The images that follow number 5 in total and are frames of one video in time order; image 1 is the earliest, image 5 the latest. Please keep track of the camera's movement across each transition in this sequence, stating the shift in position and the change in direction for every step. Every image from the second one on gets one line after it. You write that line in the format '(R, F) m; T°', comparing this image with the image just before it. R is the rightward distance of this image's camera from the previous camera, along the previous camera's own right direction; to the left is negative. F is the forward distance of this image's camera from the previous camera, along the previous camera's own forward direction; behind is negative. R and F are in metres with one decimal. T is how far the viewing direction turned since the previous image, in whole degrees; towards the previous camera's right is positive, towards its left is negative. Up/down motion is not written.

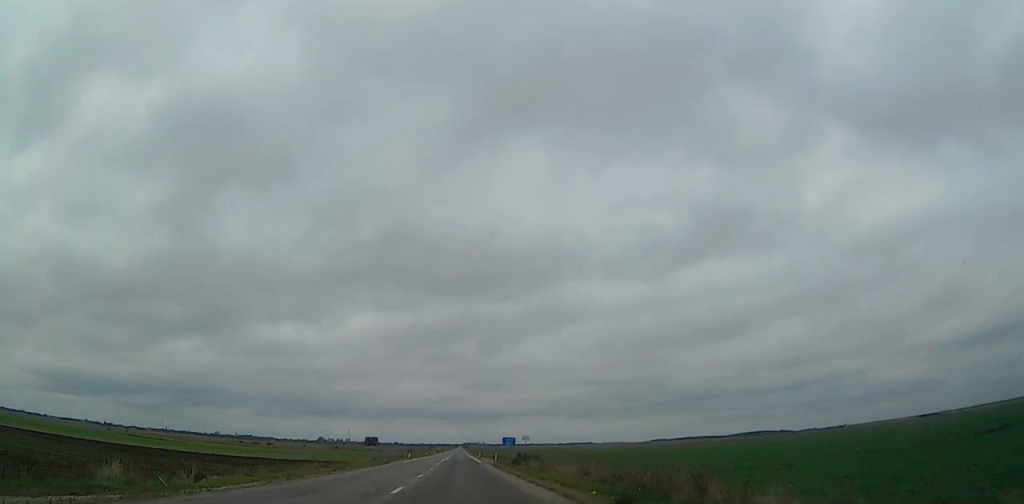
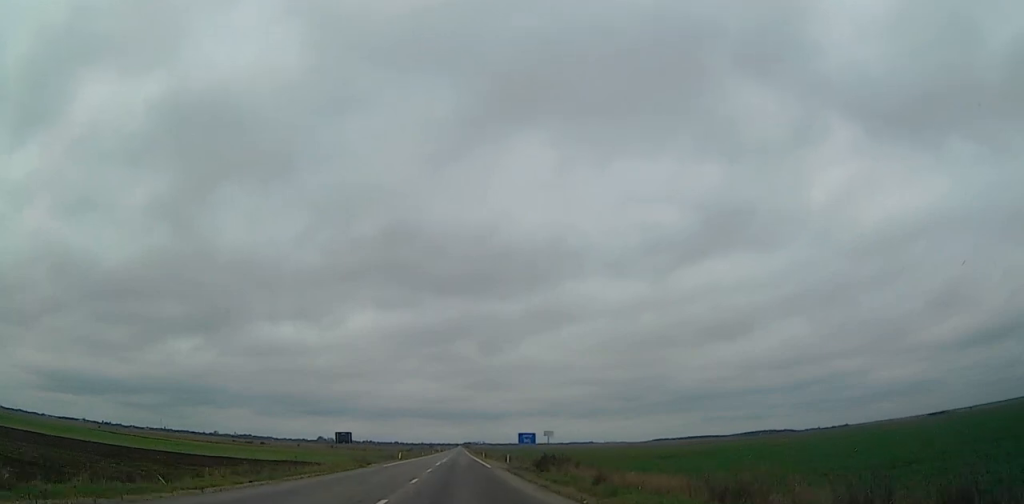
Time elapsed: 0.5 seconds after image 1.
(0.0, +16.3) m; 0°
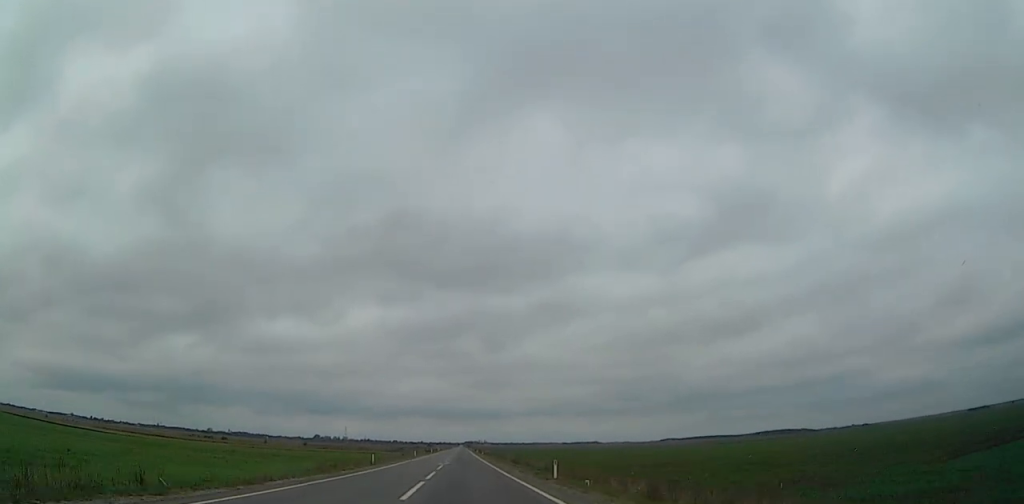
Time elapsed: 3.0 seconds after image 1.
(0.0, +76.4) m; 0°
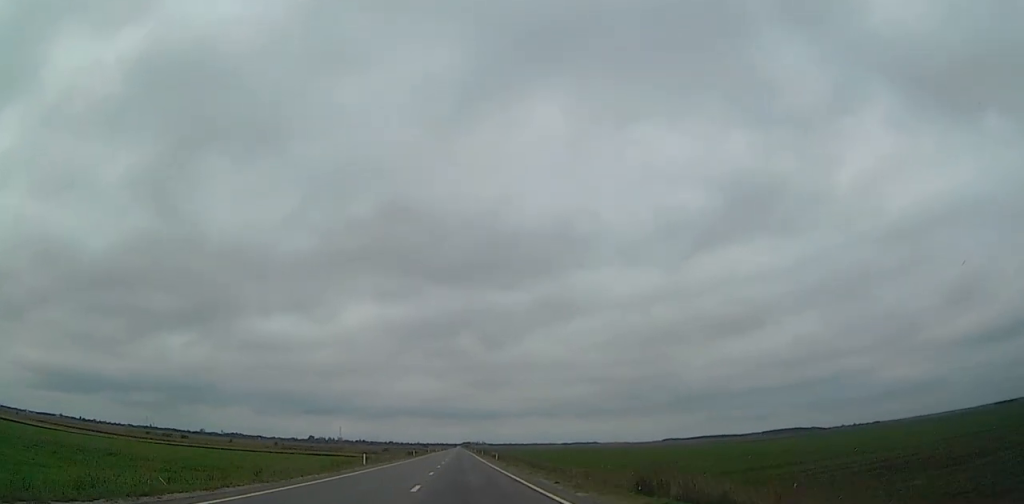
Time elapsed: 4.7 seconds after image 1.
(+0.1, +53.8) m; 0°
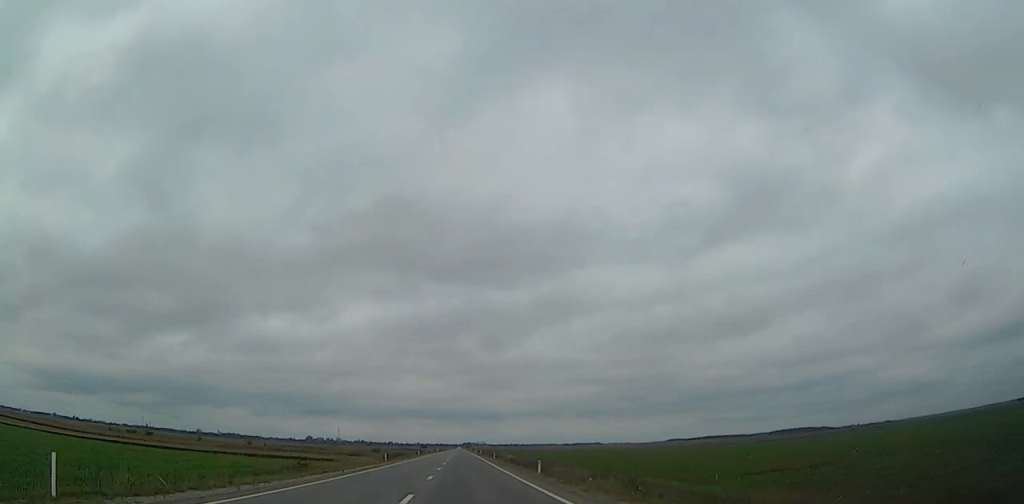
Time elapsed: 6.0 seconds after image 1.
(0.0, +39.2) m; 0°
